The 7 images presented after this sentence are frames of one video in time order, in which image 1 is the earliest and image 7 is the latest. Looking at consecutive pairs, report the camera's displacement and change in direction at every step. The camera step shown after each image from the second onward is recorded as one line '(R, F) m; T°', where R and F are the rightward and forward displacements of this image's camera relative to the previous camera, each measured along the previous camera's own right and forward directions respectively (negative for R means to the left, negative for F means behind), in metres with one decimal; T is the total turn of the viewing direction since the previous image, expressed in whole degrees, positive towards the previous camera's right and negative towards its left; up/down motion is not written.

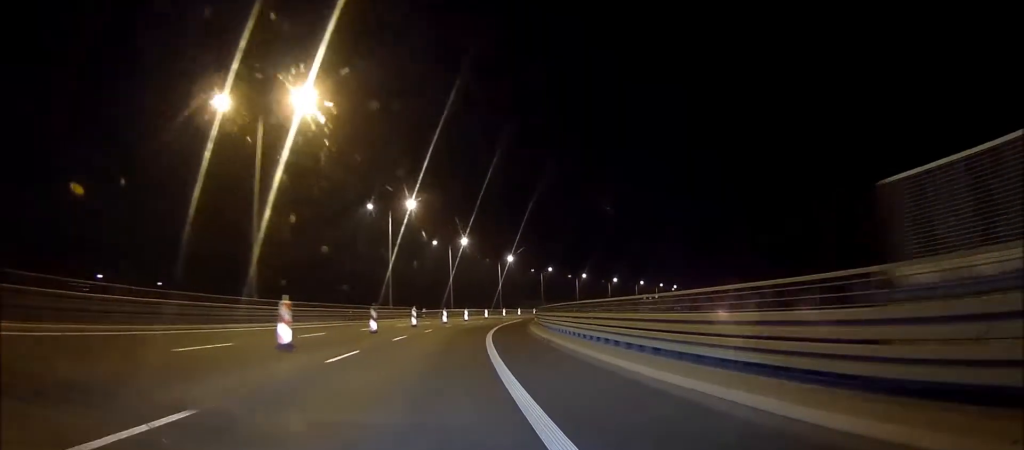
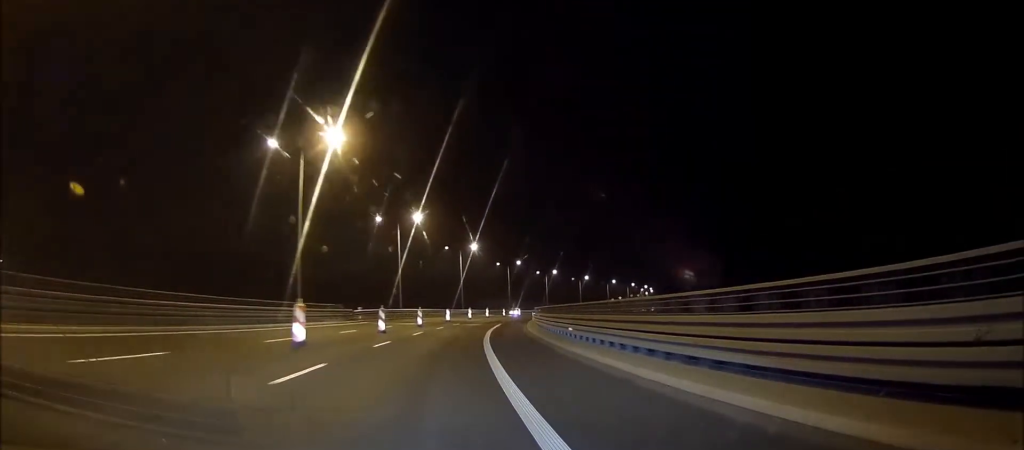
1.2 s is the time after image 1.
(+1.0, +28.3) m; +4°
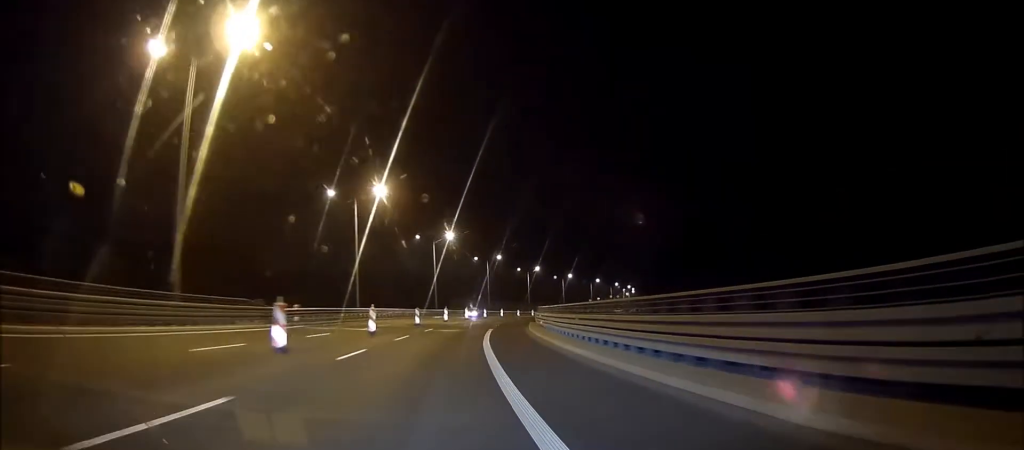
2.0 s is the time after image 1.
(+0.2, +18.1) m; +2°
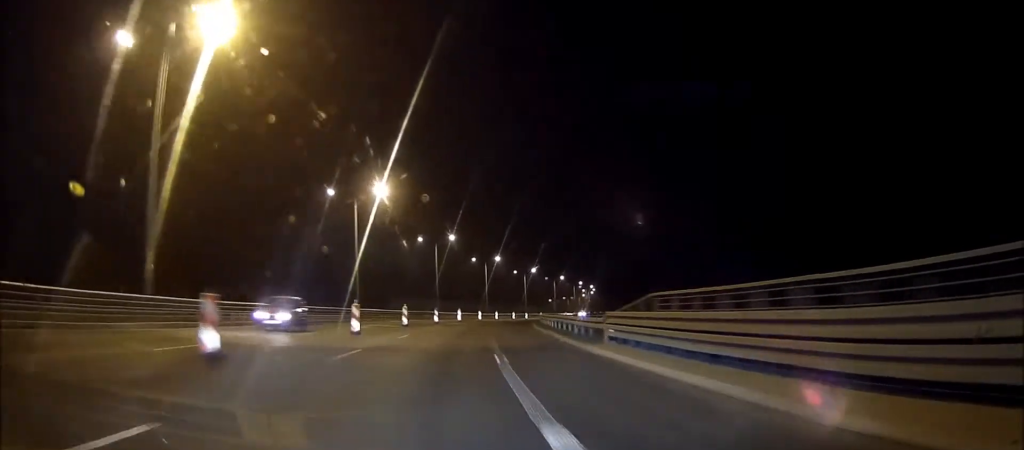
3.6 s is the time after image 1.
(+1.8, +37.8) m; +5°
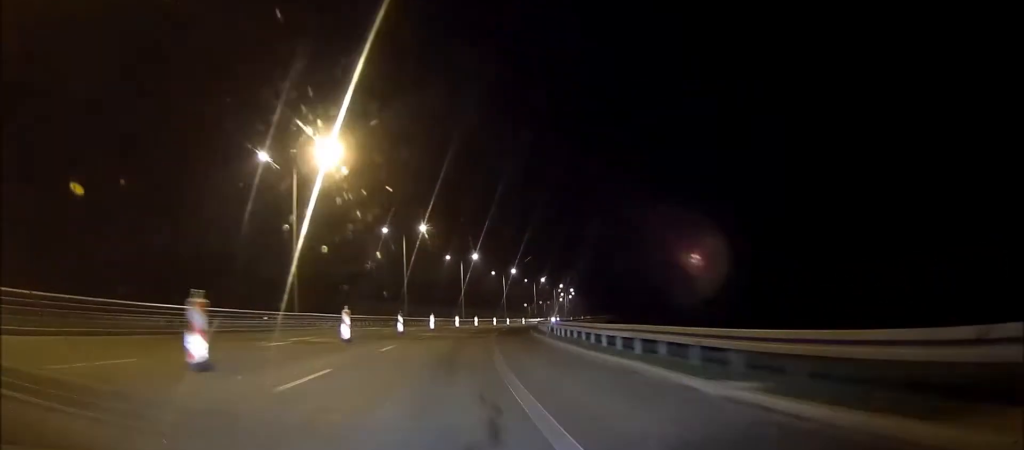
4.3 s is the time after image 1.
(+0.4, +16.5) m; +2°
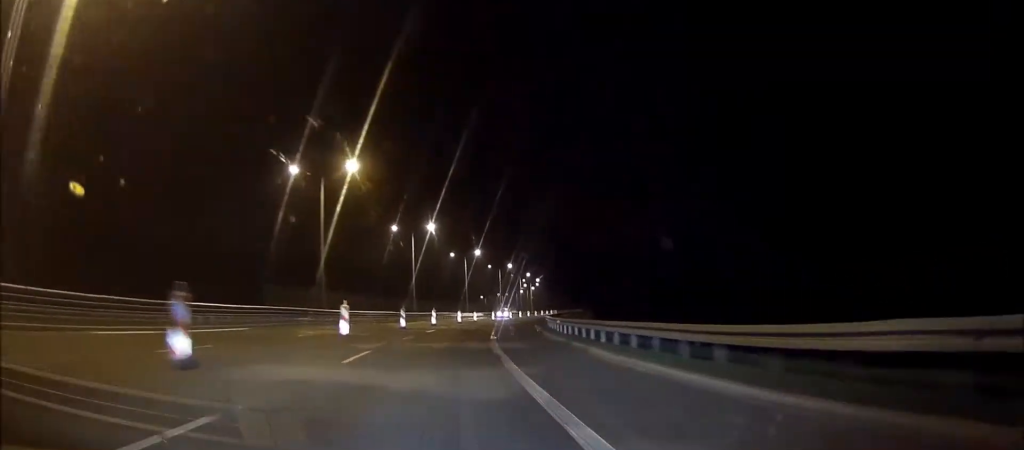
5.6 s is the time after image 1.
(+1.1, +31.3) m; -6°
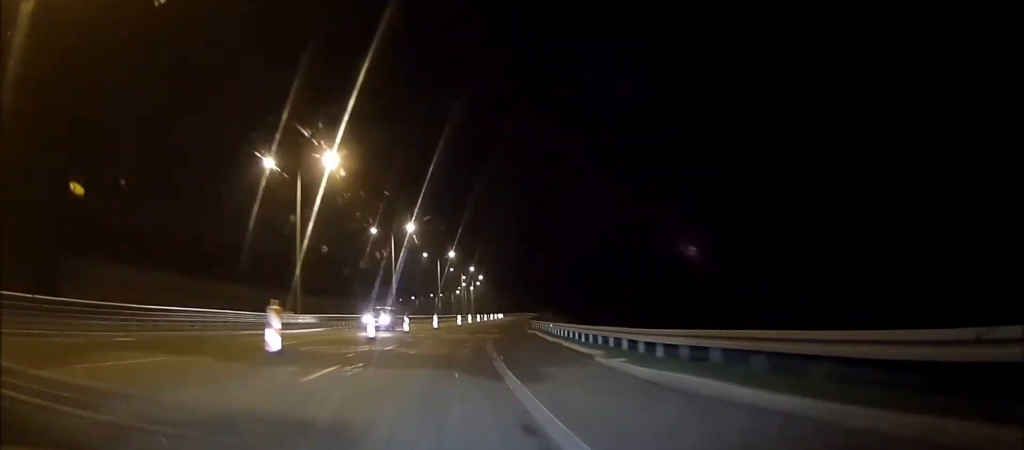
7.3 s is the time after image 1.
(-7.5, +37.8) m; -15°
